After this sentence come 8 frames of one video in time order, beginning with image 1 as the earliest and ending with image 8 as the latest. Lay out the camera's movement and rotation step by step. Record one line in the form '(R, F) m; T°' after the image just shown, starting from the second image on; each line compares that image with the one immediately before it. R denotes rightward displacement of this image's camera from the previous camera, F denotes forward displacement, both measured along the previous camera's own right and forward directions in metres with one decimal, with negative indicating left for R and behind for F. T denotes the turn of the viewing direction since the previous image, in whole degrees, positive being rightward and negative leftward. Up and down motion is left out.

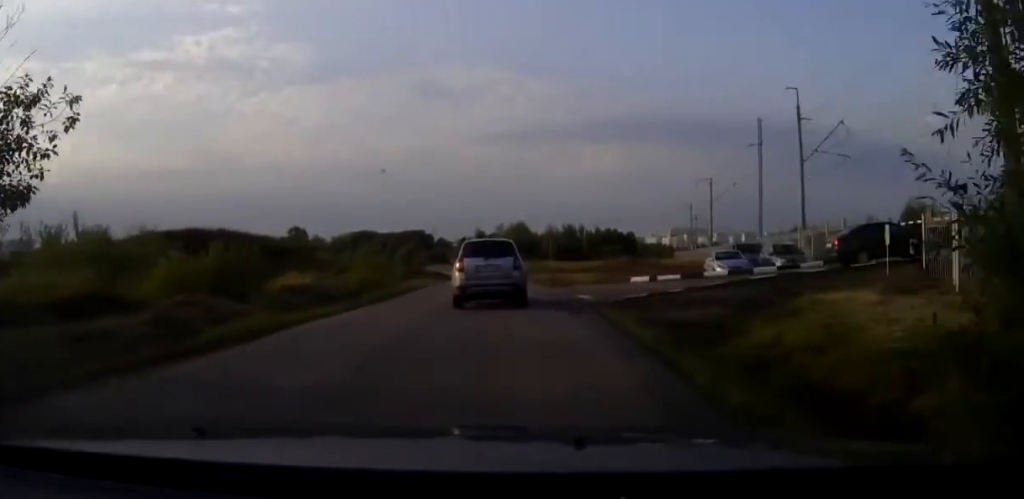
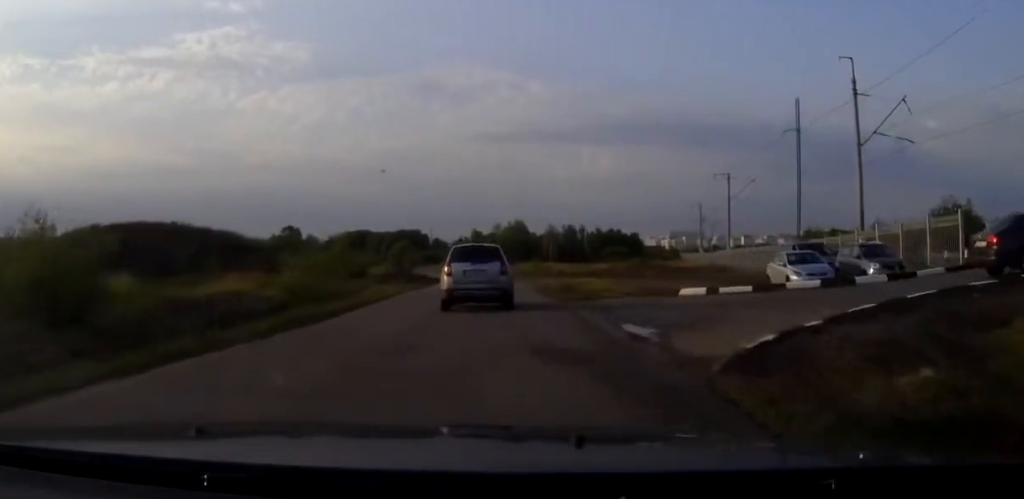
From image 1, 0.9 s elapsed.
(0.0, +10.1) m; 0°
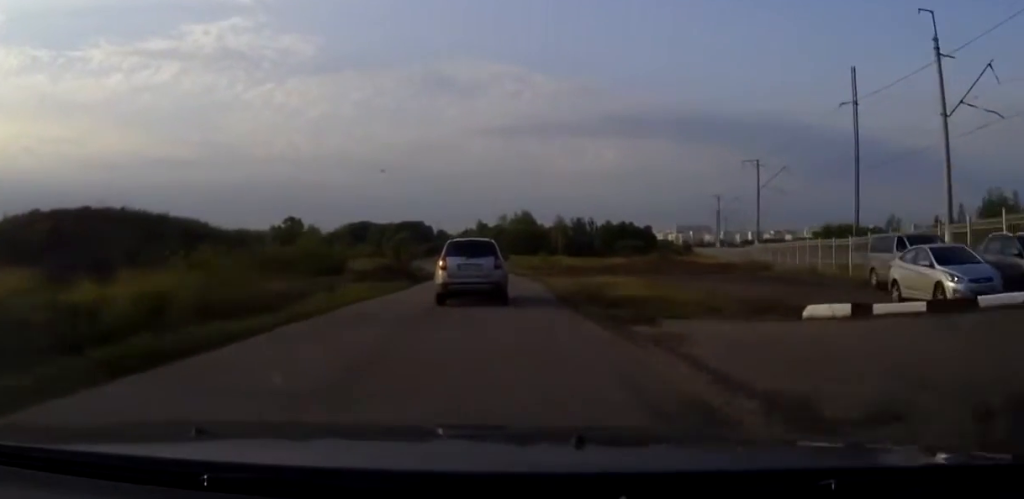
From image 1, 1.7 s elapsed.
(0.0, +9.5) m; 0°
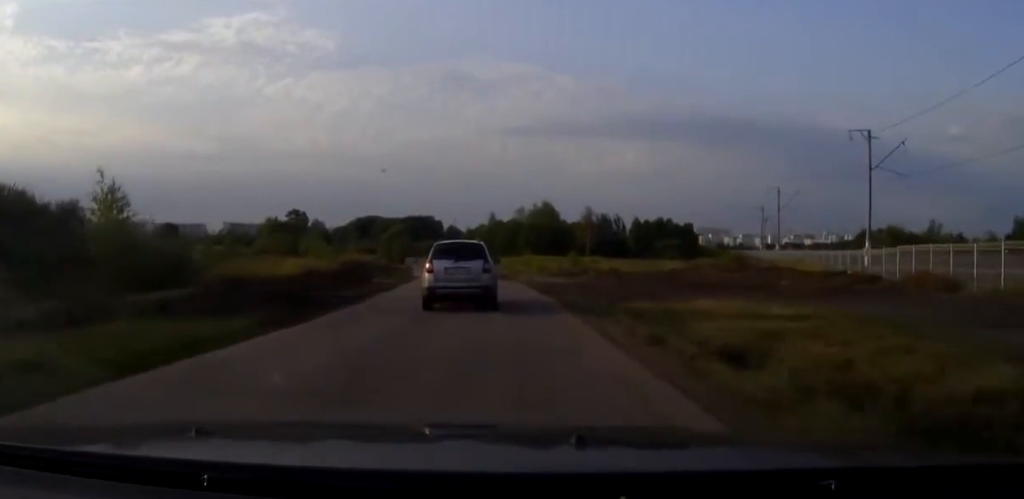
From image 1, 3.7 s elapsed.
(-0.3, +25.7) m; -1°
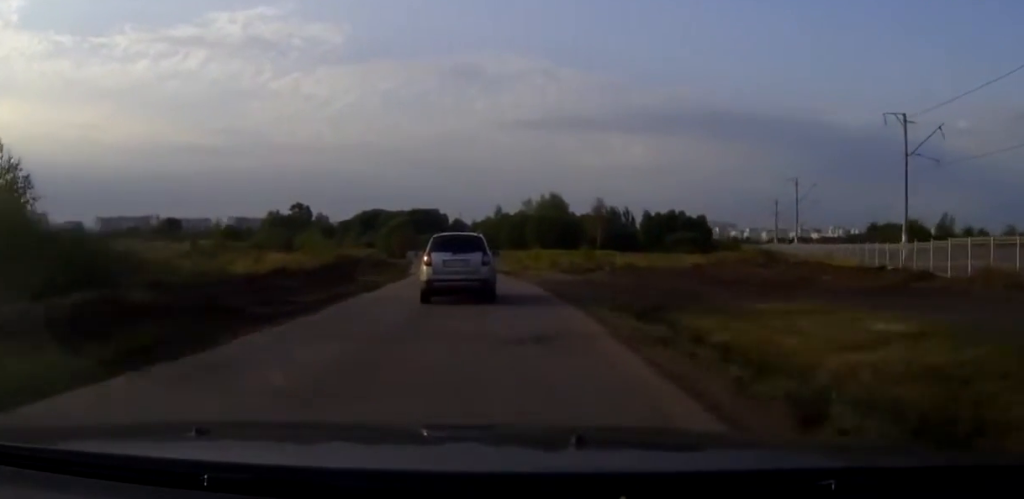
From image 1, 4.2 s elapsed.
(0.0, +5.7) m; 0°
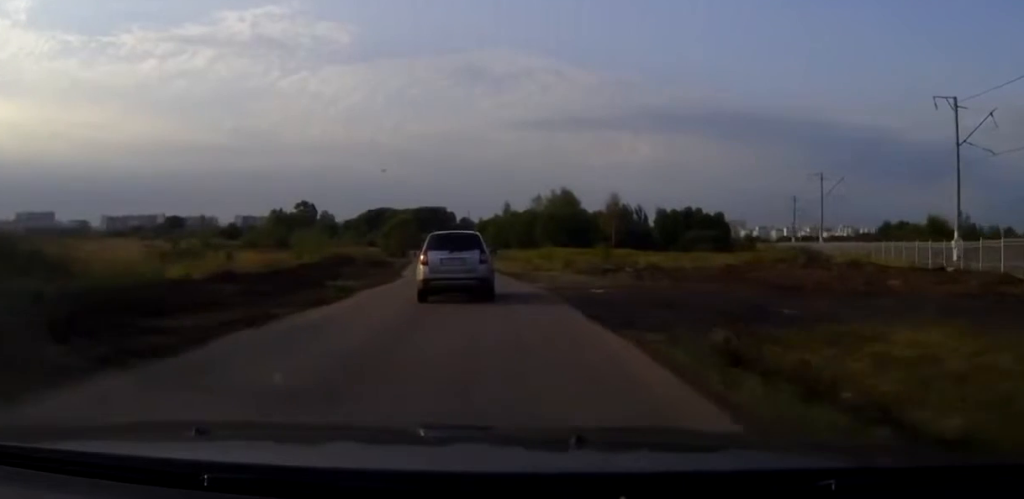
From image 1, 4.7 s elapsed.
(0.0, +6.7) m; -1°
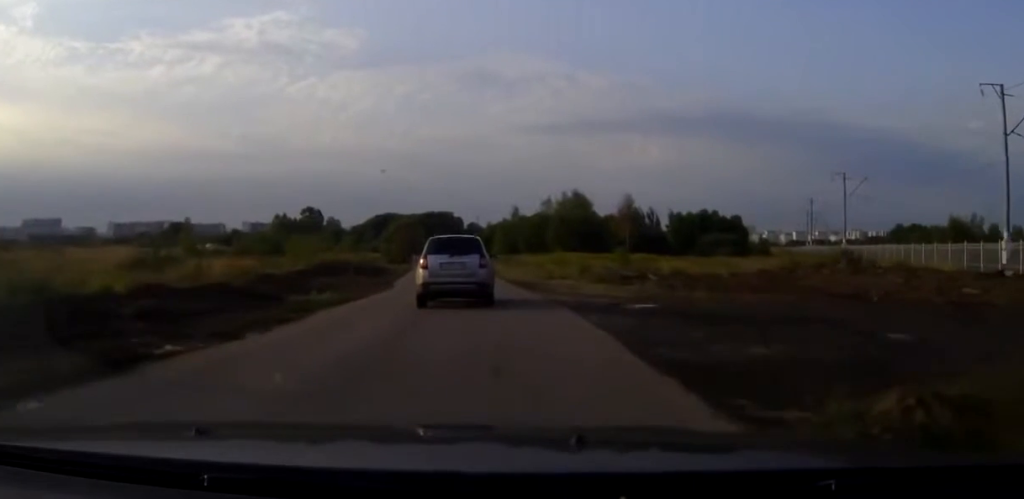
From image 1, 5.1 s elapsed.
(0.0, +5.7) m; -1°
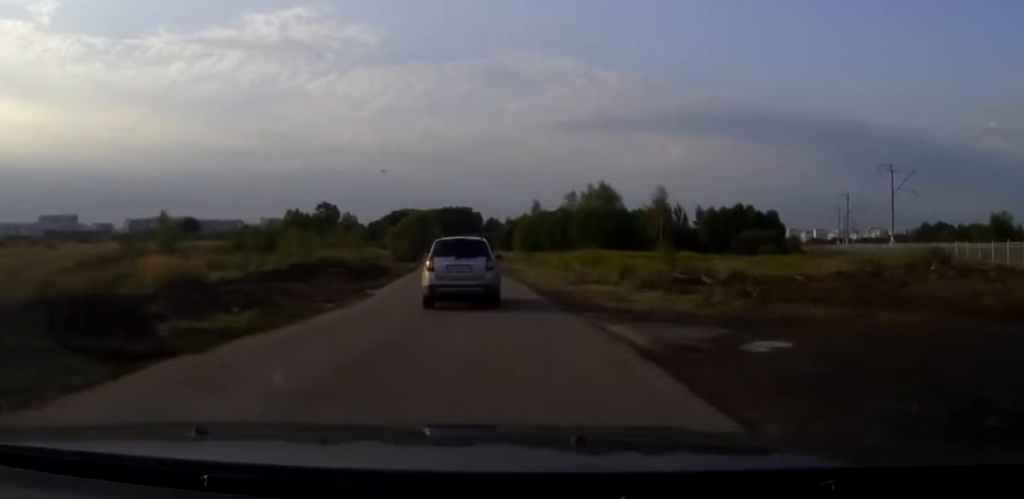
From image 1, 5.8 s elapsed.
(-0.1, +9.2) m; -1°
